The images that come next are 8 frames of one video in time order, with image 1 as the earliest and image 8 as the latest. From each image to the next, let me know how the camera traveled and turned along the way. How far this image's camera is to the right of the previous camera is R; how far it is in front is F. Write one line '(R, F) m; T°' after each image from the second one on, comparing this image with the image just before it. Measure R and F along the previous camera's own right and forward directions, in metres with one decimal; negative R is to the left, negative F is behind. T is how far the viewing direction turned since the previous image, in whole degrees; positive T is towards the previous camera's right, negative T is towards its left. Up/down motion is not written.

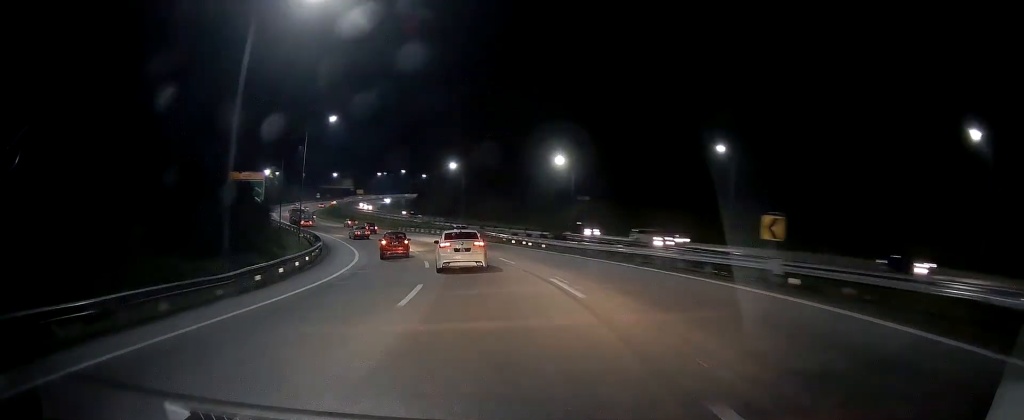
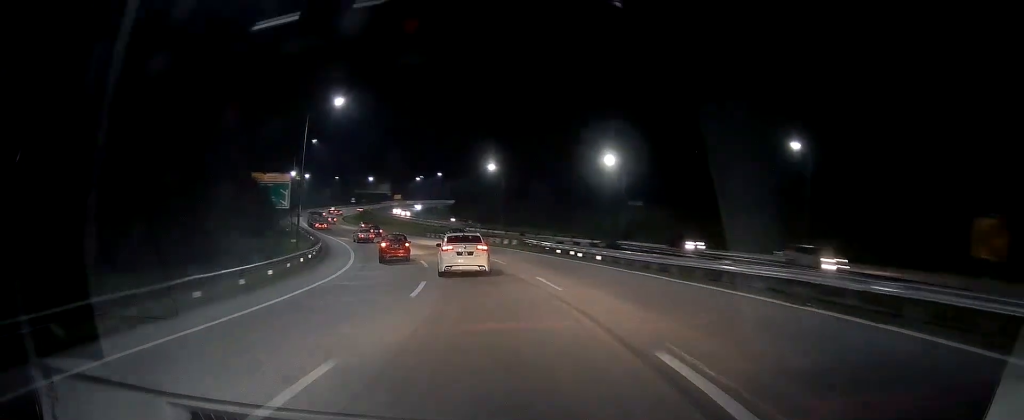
(-0.3, +10.5) m; -5°
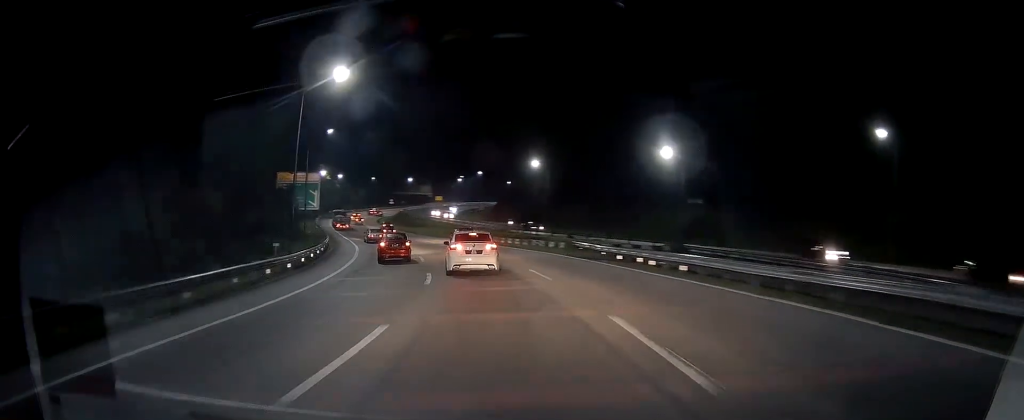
(-0.5, +9.8) m; -5°
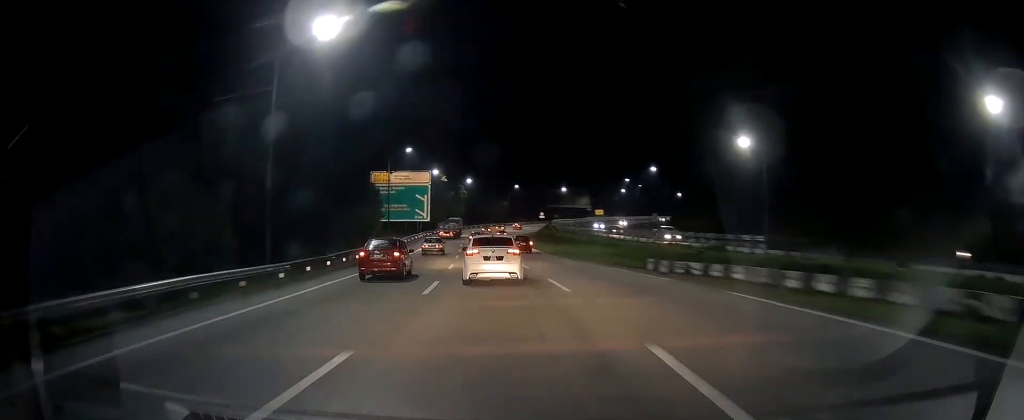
(-6.4, +40.5) m; -16°
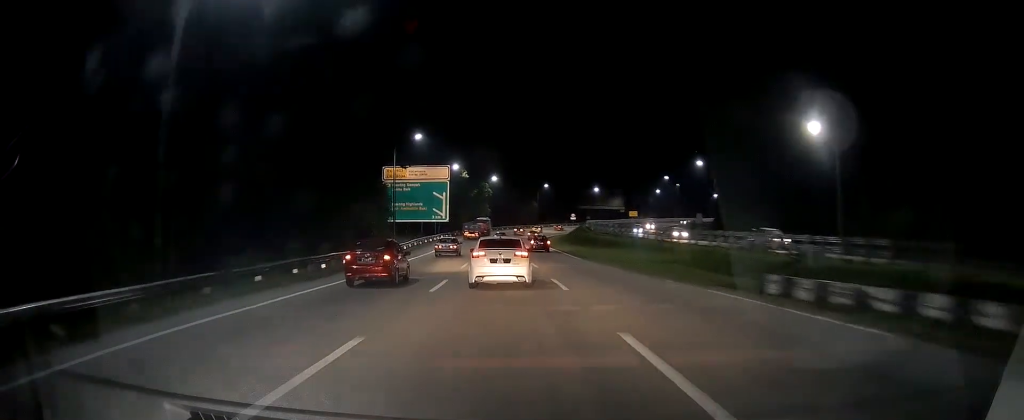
(-0.5, +11.9) m; -2°
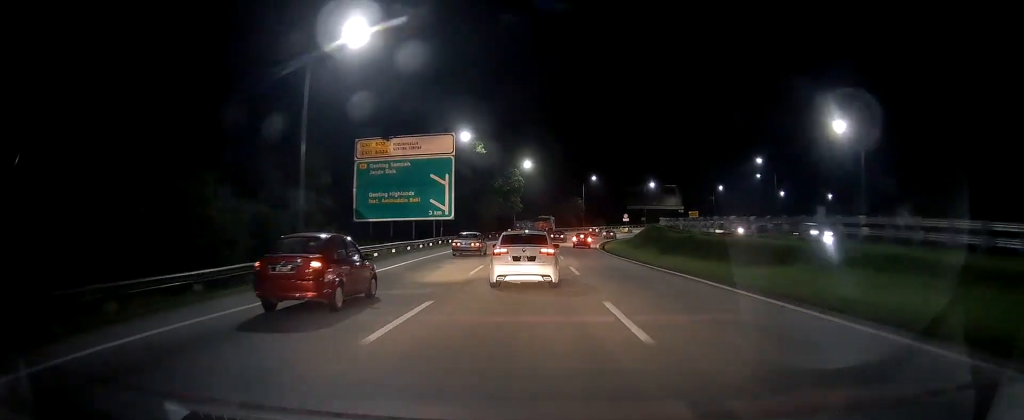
(-1.2, +35.0) m; -4°
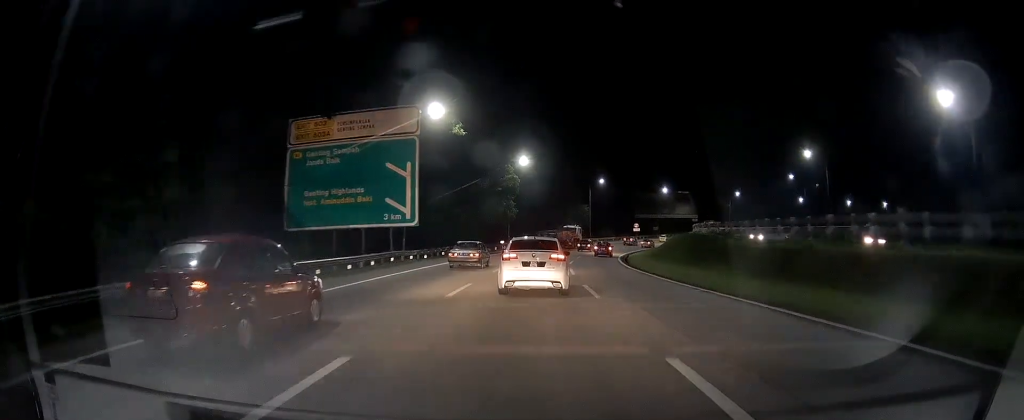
(-0.4, +18.6) m; -1°
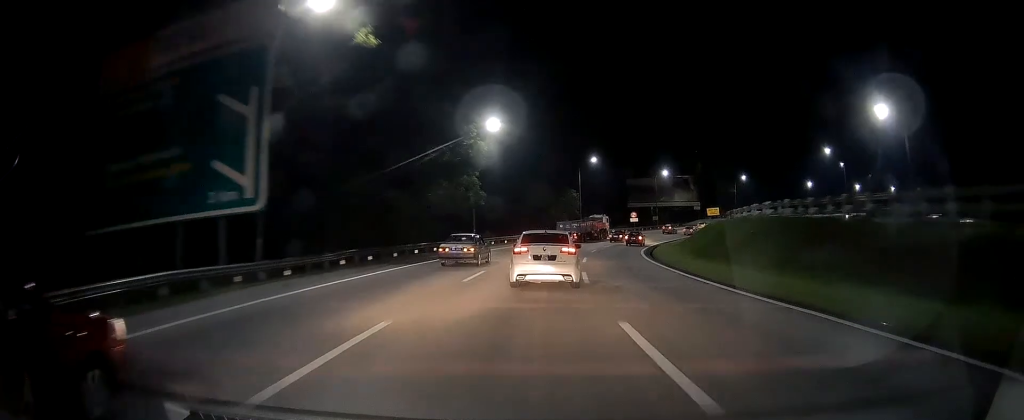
(+0.3, +23.3) m; +2°
